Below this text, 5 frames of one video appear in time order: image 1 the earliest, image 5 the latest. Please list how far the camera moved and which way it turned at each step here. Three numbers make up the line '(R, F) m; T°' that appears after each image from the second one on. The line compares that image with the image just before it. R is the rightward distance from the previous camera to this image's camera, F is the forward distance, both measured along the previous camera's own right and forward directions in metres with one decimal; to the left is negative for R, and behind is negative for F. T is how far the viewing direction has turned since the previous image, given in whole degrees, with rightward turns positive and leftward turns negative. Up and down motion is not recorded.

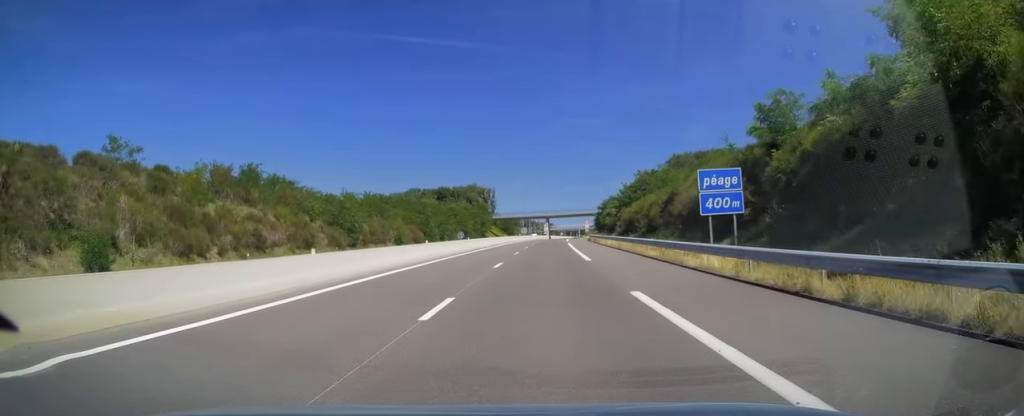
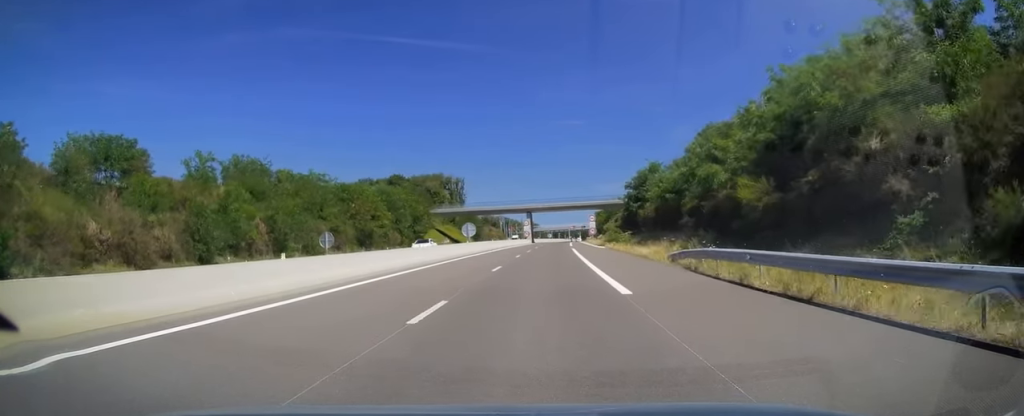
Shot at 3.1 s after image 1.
(+0.6, +65.8) m; +1°
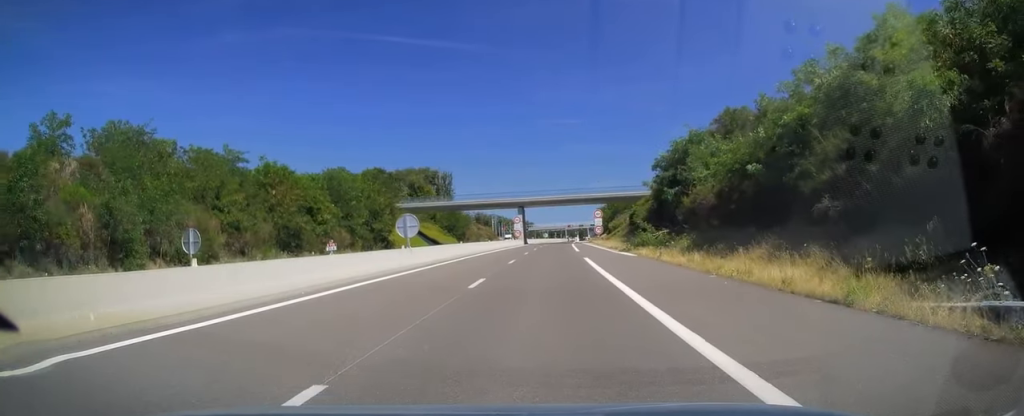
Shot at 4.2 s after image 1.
(+0.1, +19.8) m; 0°
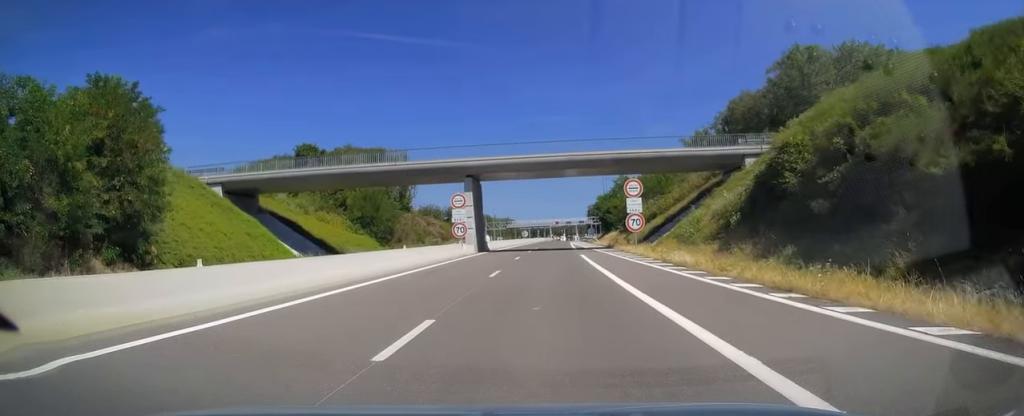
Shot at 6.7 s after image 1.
(+0.6, +47.8) m; +2°
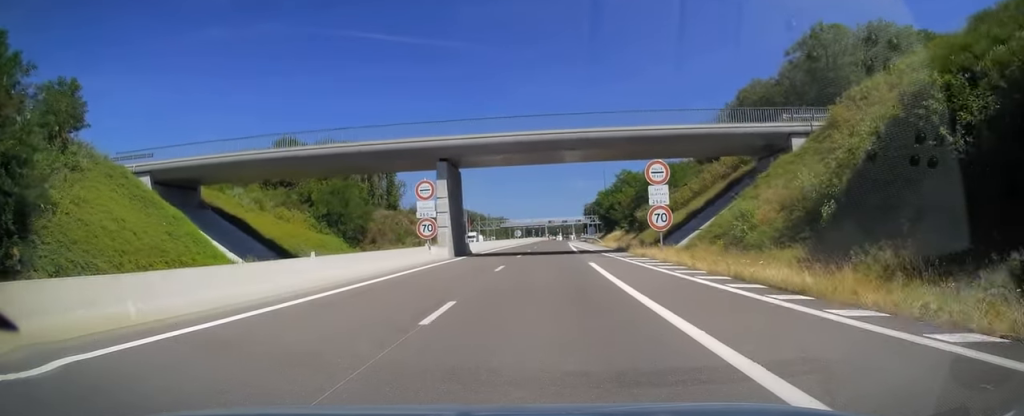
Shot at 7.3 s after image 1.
(0.0, +10.2) m; +1°
